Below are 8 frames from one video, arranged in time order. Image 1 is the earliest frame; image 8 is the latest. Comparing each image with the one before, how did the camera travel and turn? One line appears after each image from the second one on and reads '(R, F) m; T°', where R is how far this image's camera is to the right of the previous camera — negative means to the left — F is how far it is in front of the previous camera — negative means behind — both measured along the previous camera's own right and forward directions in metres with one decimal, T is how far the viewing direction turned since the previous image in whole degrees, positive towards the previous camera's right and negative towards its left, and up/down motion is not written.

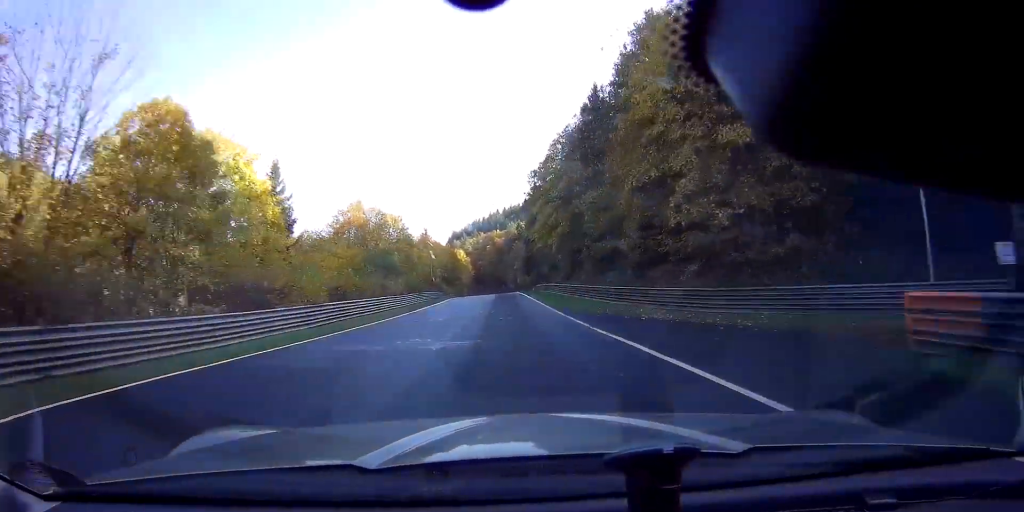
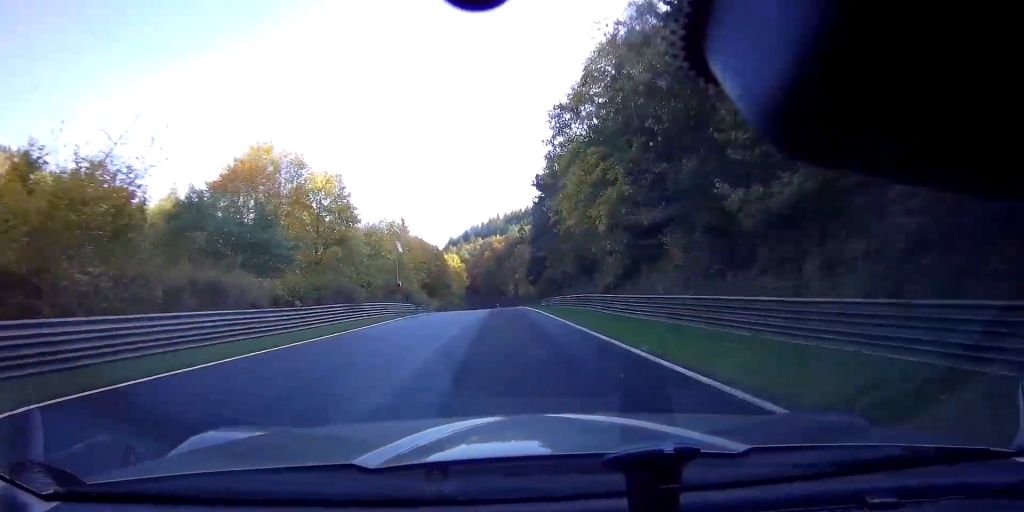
(+0.6, +25.5) m; +1°
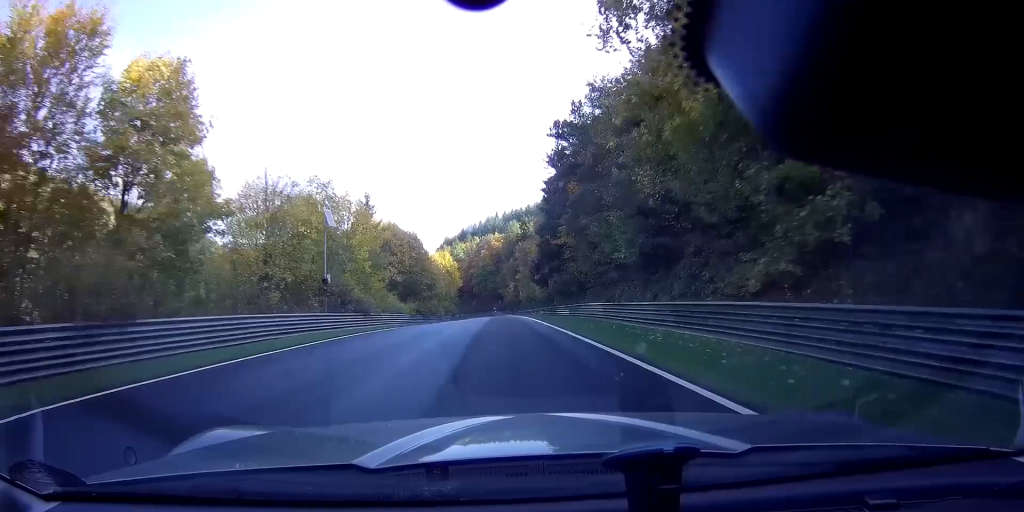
(+0.1, +21.5) m; 0°
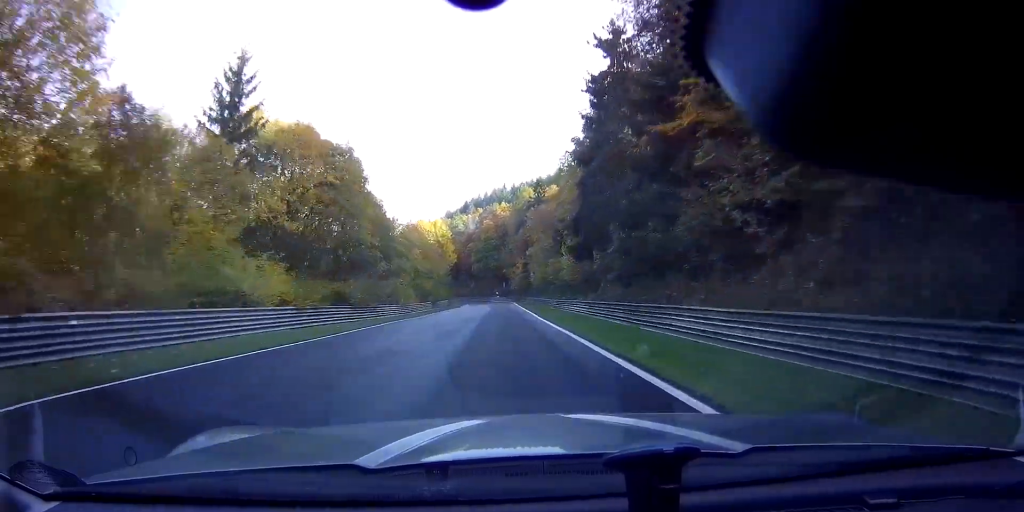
(-0.2, +32.4) m; -1°
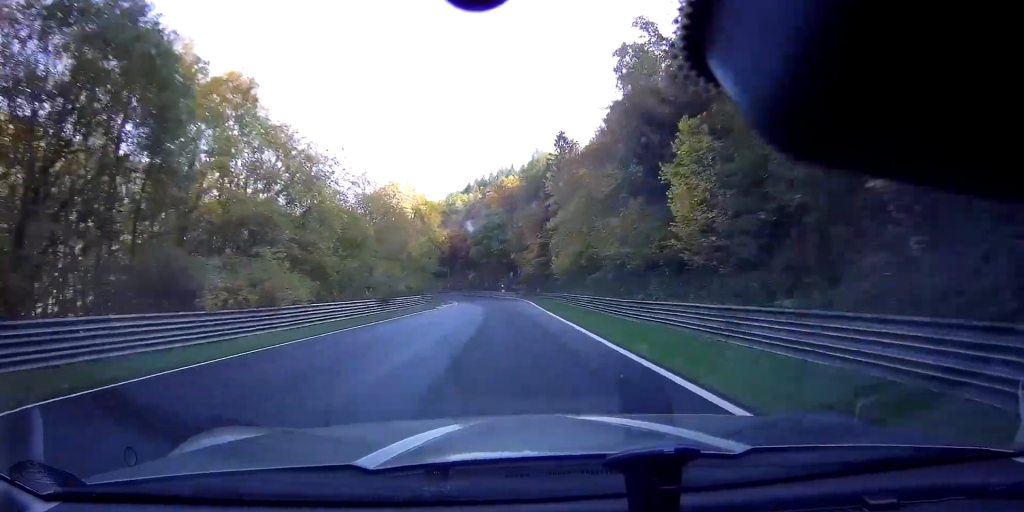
(-0.4, +33.3) m; -1°
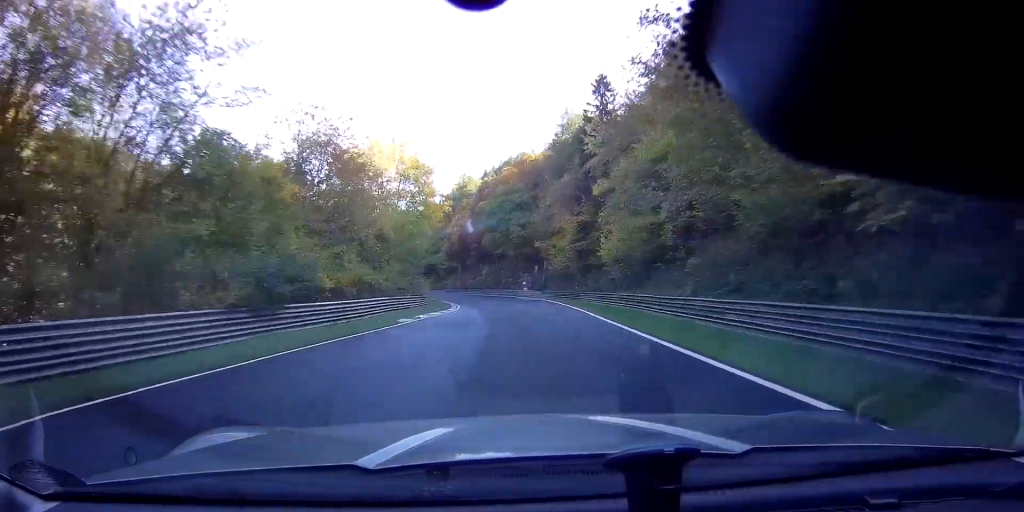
(-0.3, +22.4) m; -2°
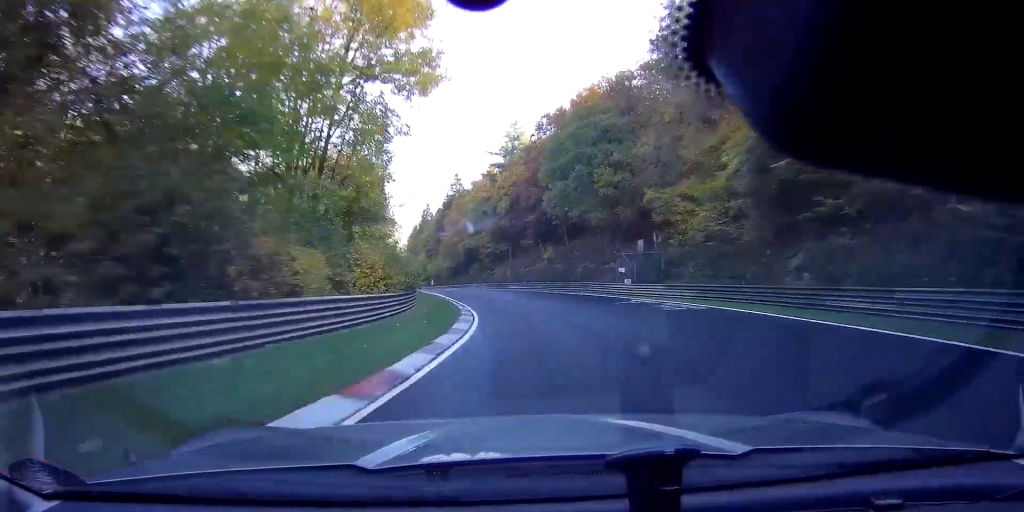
(-1.1, +35.0) m; -6°
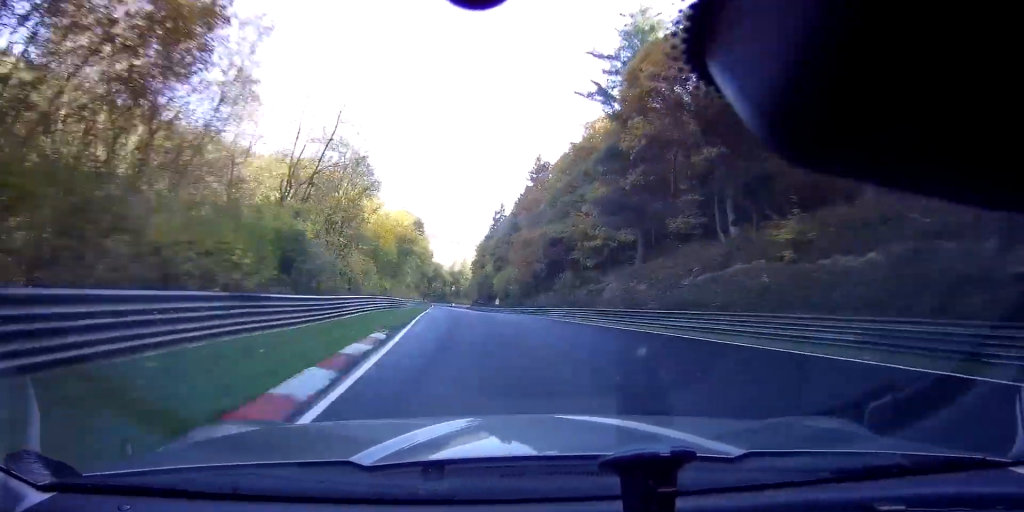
(-3.4, +42.7) m; -9°
